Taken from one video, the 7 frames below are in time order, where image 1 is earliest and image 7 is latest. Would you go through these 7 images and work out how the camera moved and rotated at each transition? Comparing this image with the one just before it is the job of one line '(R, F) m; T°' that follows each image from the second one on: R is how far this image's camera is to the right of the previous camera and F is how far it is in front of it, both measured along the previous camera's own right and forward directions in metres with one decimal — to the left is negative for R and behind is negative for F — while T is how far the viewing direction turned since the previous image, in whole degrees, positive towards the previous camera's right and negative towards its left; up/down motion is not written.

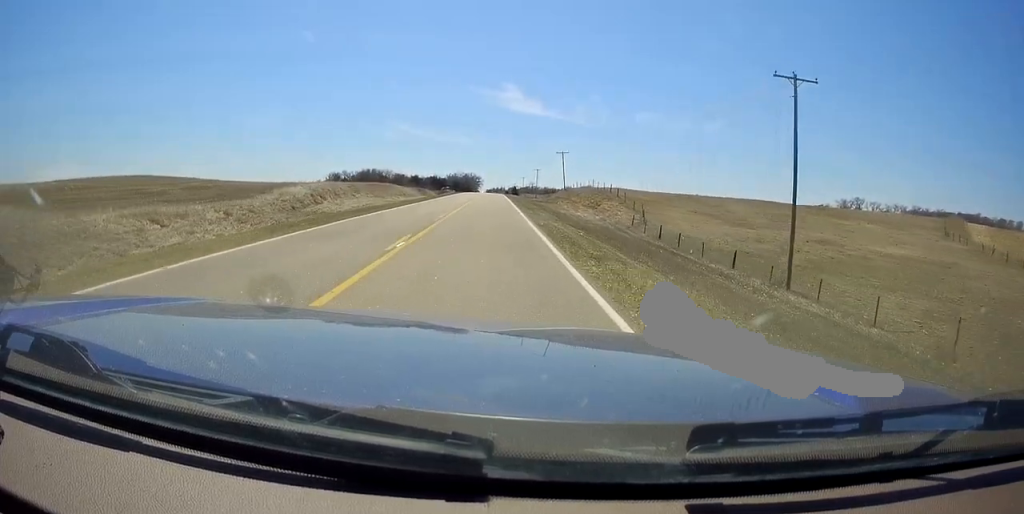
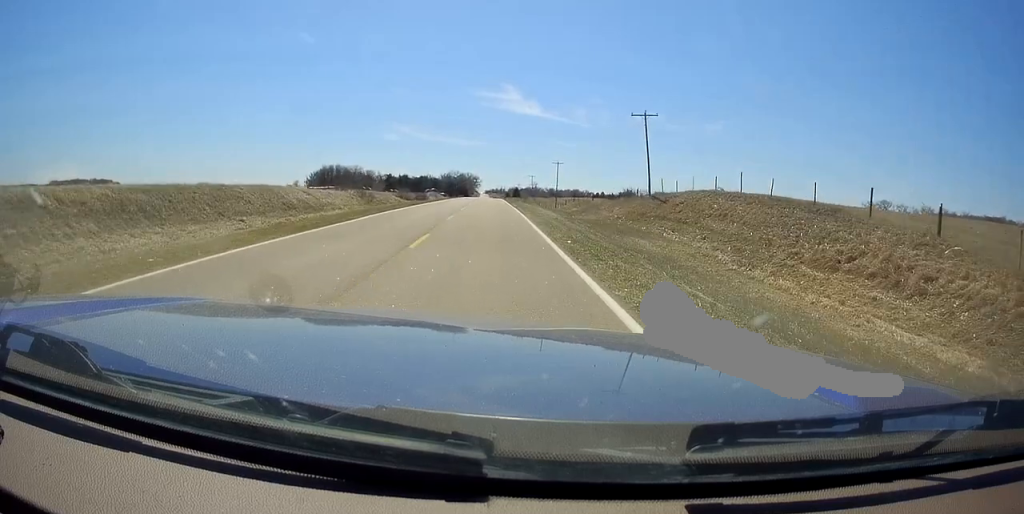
(-0.8, +62.4) m; -1°
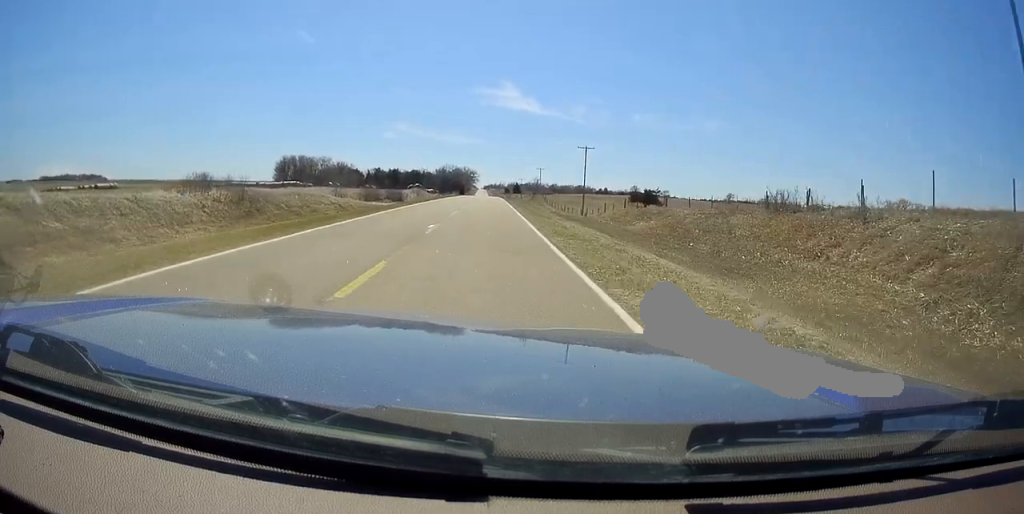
(+1.0, +39.8) m; +2°
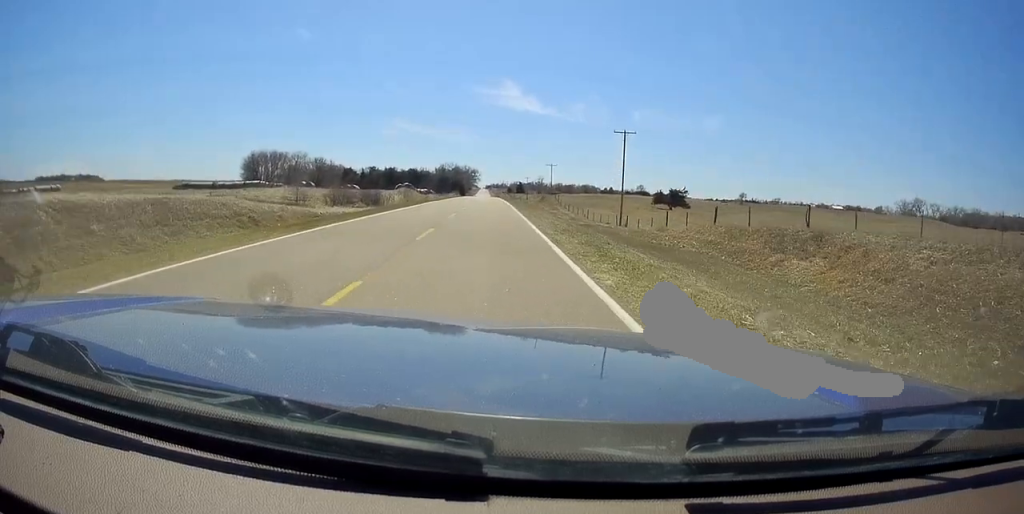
(-0.4, +25.0) m; -1°
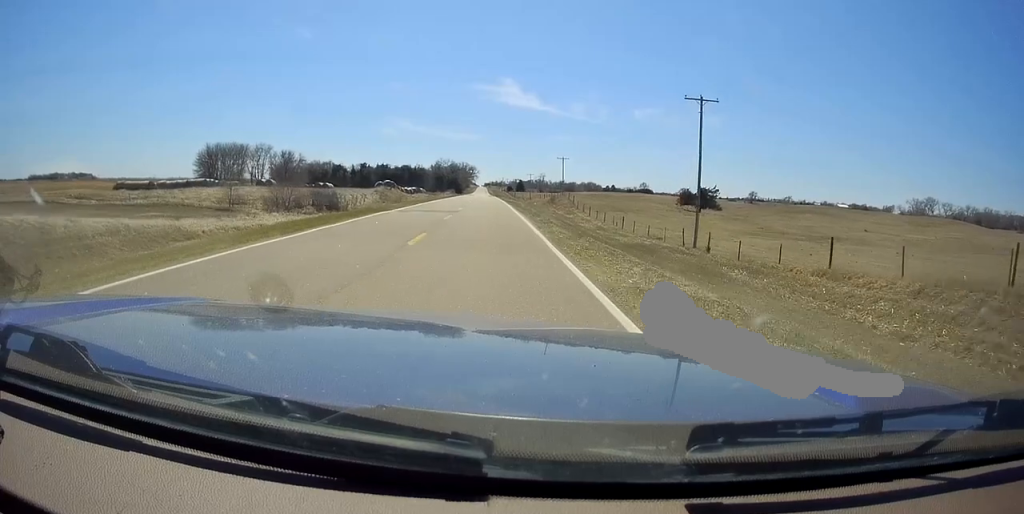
(-0.3, +24.2) m; -1°
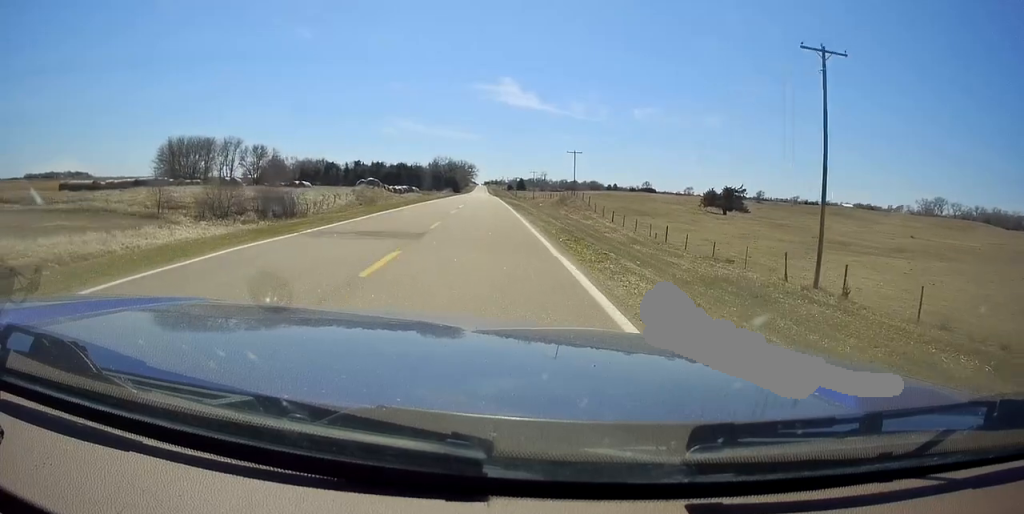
(0.0, +16.0) m; 0°
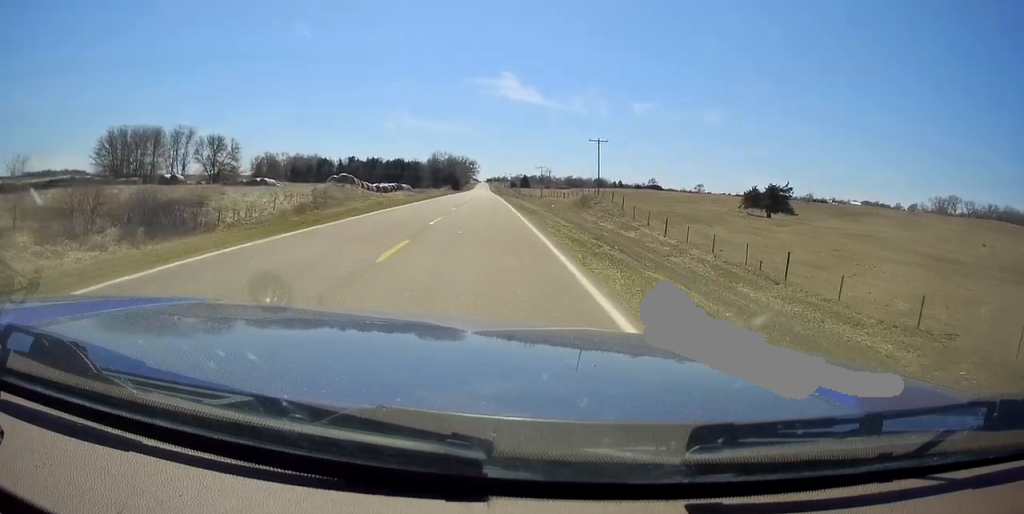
(0.0, +19.9) m; 0°
